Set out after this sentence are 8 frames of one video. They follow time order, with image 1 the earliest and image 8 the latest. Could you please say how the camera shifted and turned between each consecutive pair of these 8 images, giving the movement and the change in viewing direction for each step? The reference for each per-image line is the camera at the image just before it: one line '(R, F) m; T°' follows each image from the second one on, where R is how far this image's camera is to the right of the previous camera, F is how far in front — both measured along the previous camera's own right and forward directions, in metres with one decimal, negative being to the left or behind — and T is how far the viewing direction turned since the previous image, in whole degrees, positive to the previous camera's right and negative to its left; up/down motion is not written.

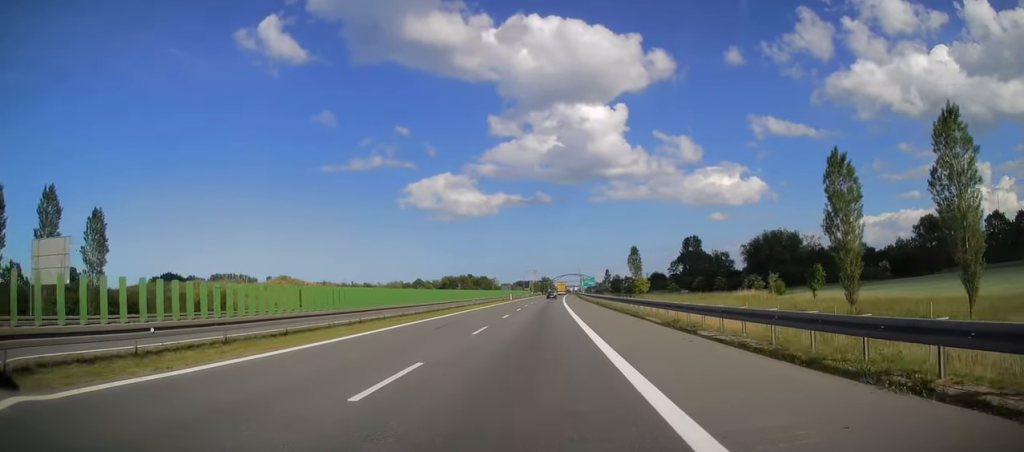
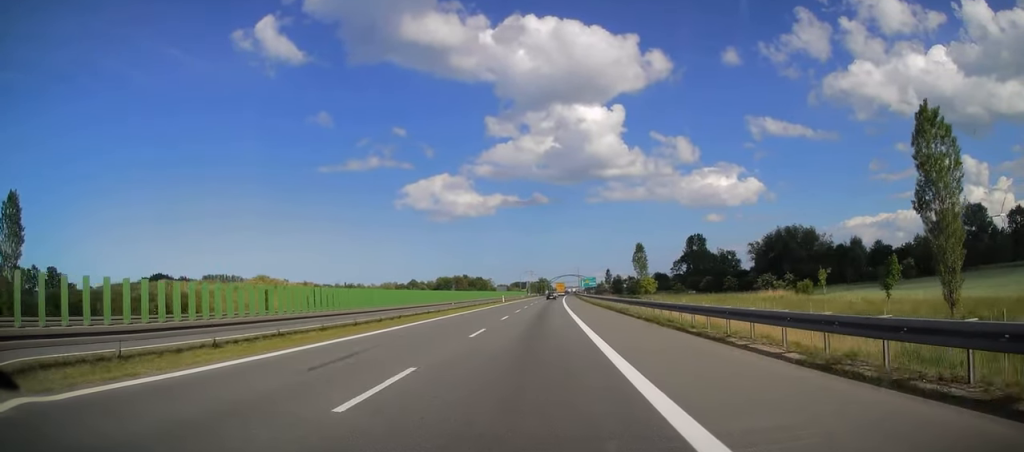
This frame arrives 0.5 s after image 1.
(0.0, +12.6) m; 0°
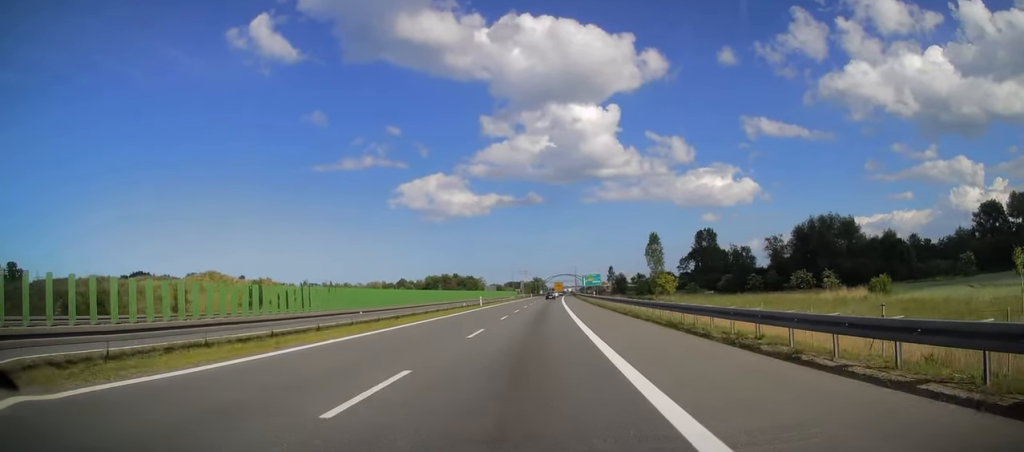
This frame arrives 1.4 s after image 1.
(+0.2, +24.2) m; +1°
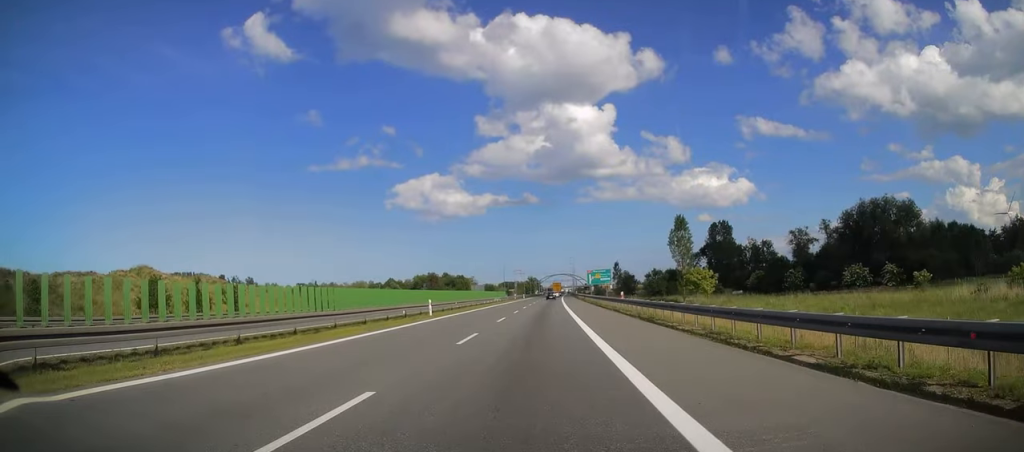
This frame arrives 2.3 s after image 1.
(+0.3, +26.0) m; +1°
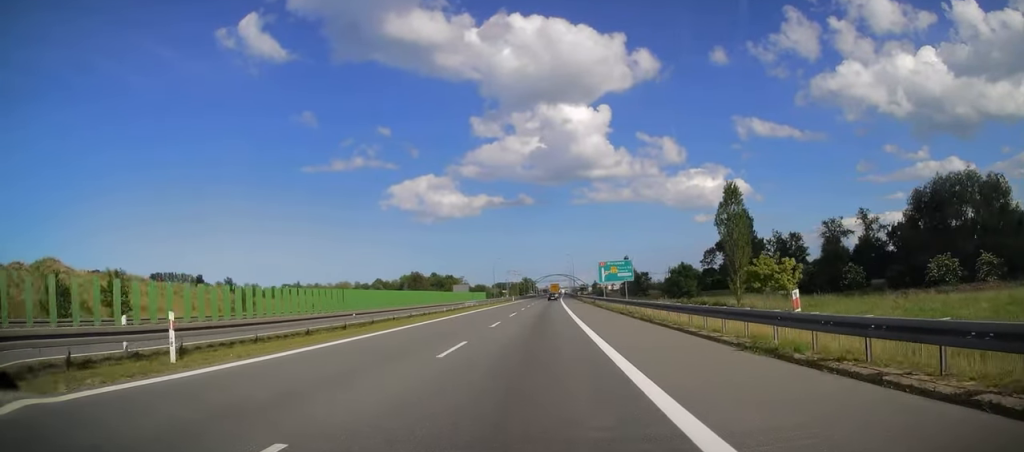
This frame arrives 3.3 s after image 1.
(0.0, +27.0) m; 0°
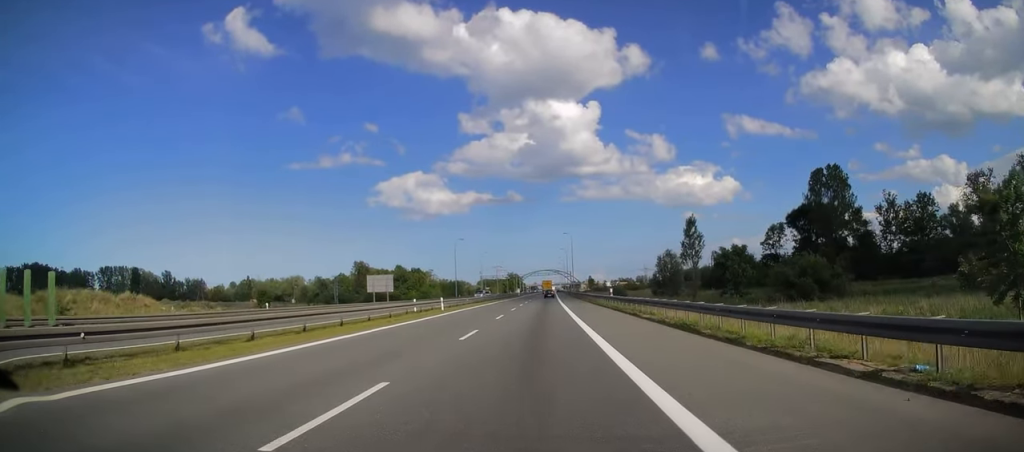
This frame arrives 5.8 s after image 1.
(+0.6, +67.9) m; +1°
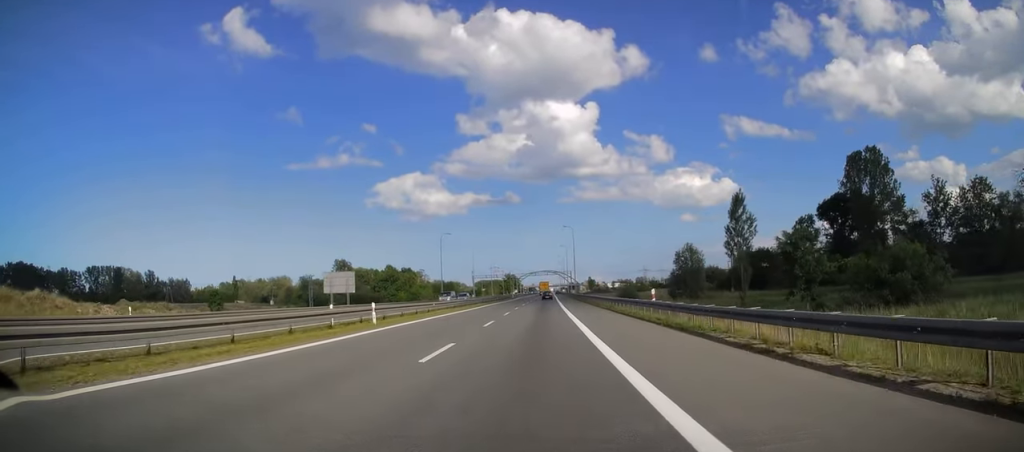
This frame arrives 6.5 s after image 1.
(+0.1, +17.1) m; 0°
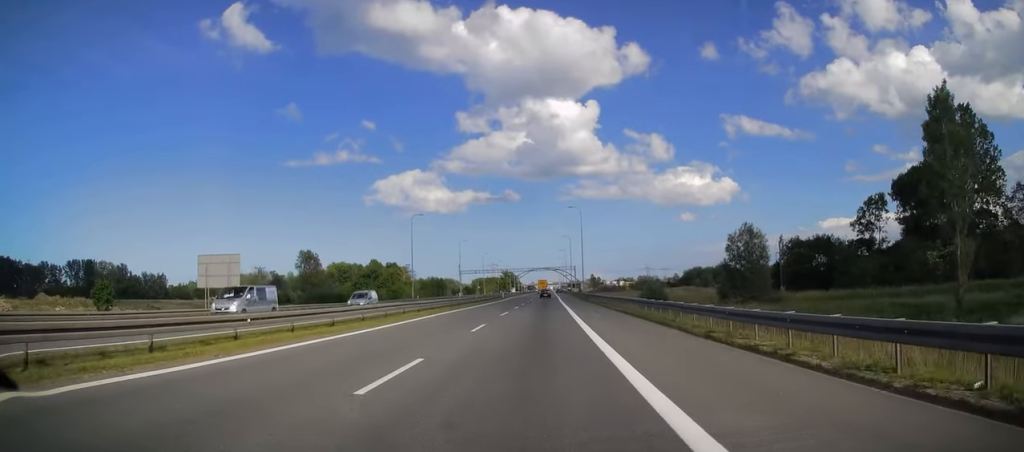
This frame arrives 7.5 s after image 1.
(+0.1, +27.8) m; 0°
